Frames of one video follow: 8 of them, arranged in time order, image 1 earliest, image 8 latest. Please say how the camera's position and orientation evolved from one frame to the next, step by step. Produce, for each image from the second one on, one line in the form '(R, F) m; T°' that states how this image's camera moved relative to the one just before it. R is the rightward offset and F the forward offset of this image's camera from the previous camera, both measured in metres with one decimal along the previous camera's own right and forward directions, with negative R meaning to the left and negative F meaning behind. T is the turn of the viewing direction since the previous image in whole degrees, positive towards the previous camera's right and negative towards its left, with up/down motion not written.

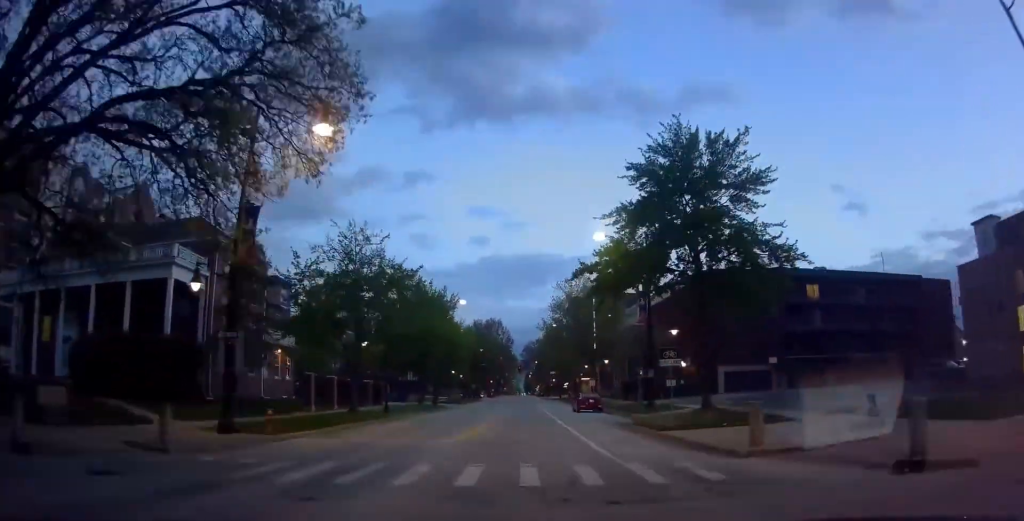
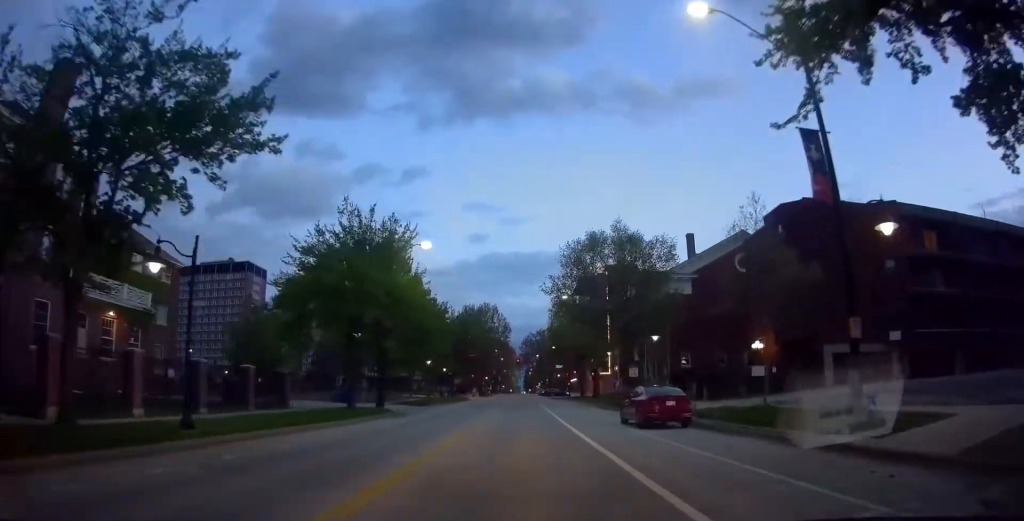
(-1.5, +22.1) m; -8°
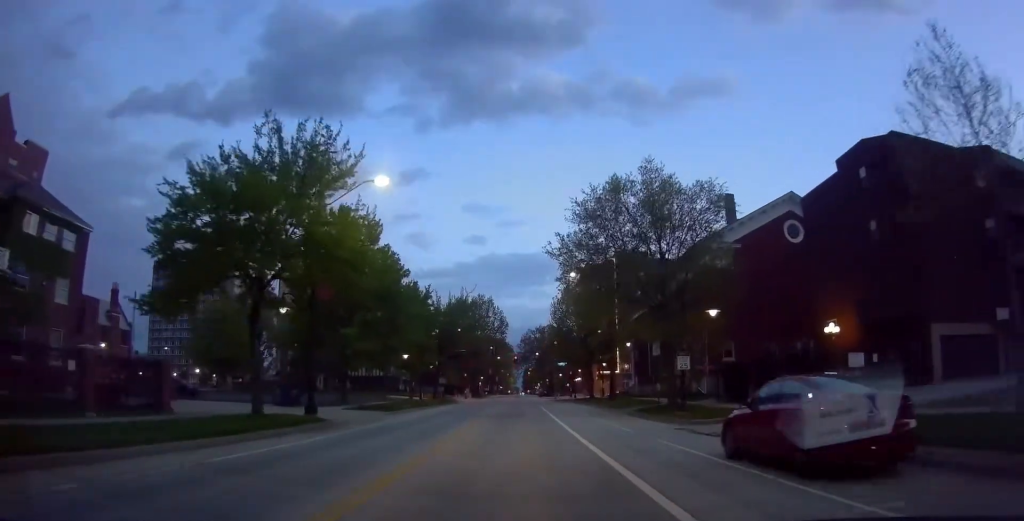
(-0.6, +12.2) m; -1°
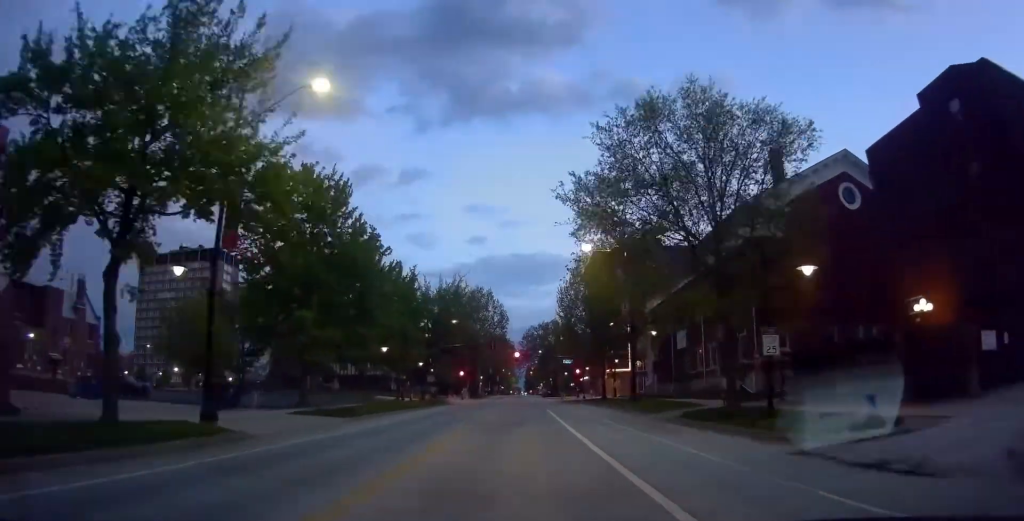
(+0.2, +8.8) m; +2°
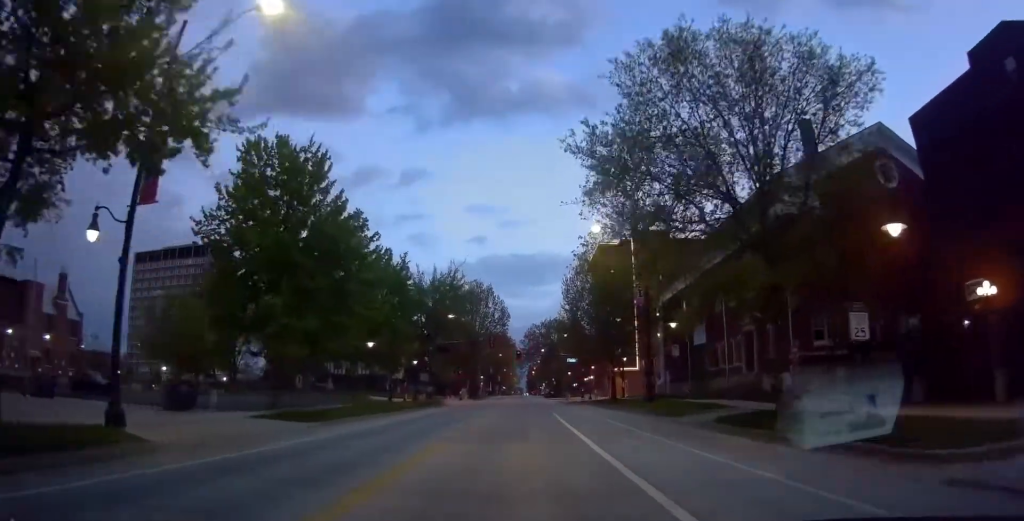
(+0.2, +4.9) m; +2°
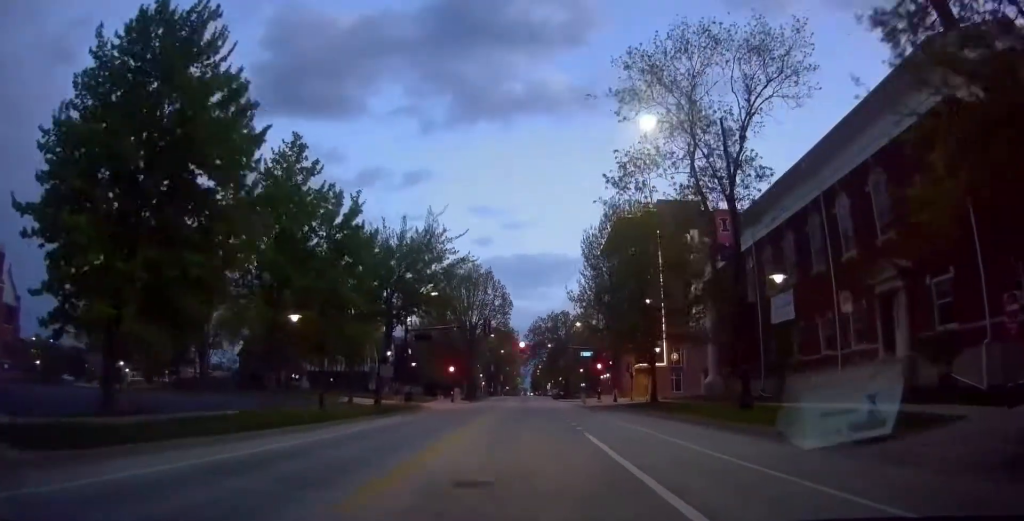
(-0.1, +14.7) m; -2°
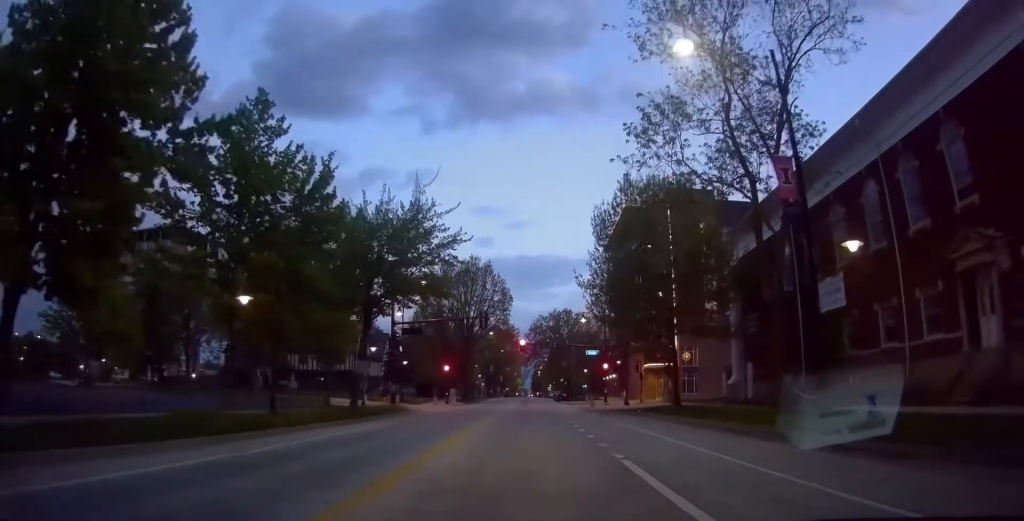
(-0.2, +5.4) m; 0°
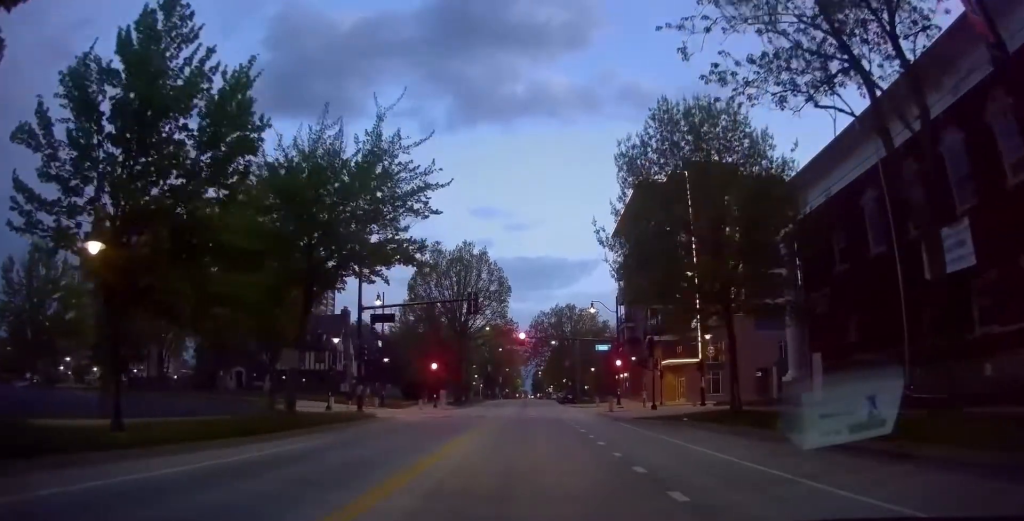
(+0.2, +9.4) m; +1°
